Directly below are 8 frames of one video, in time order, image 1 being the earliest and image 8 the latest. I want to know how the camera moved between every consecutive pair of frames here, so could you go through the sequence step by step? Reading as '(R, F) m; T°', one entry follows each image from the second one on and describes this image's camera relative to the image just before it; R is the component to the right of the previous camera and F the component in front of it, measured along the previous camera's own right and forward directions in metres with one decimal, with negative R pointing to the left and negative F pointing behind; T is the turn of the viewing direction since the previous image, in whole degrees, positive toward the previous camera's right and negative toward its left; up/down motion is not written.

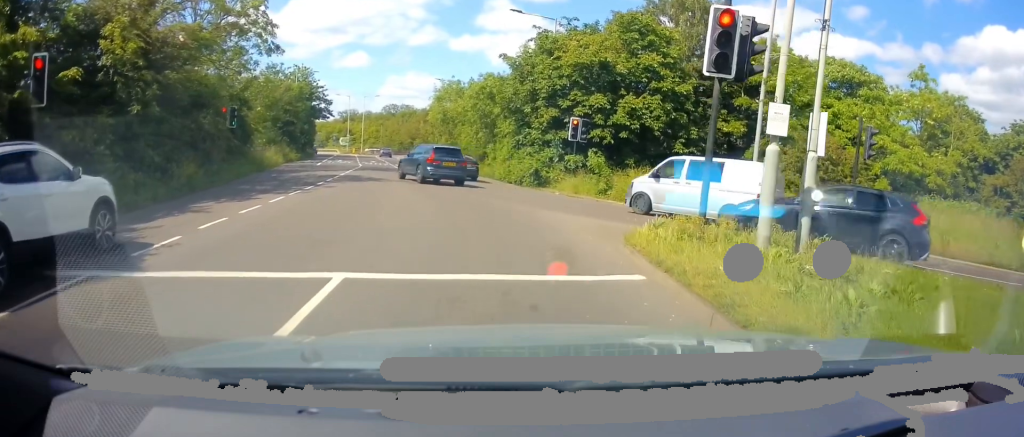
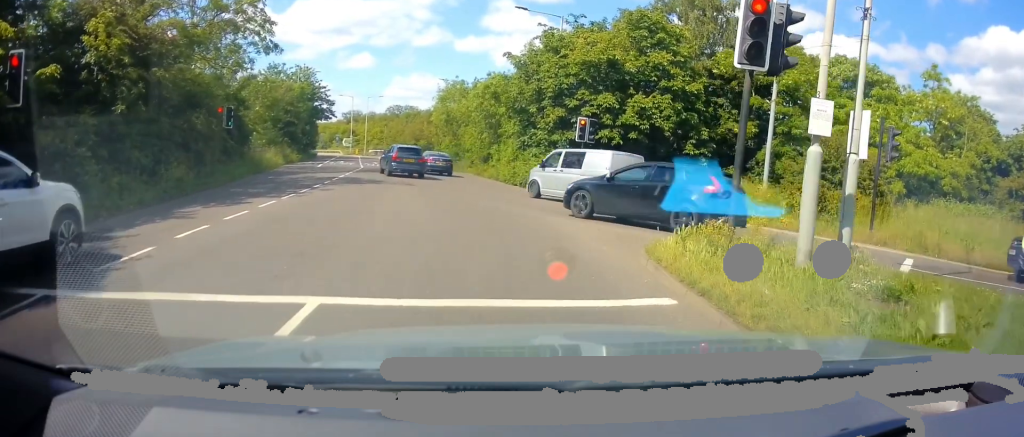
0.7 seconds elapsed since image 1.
(0.0, +1.0) m; 0°
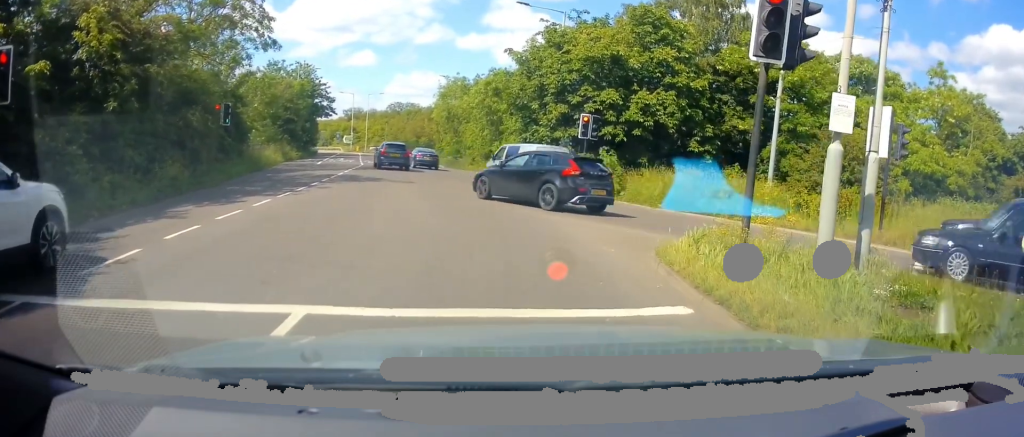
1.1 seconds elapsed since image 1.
(0.0, +0.5) m; 0°
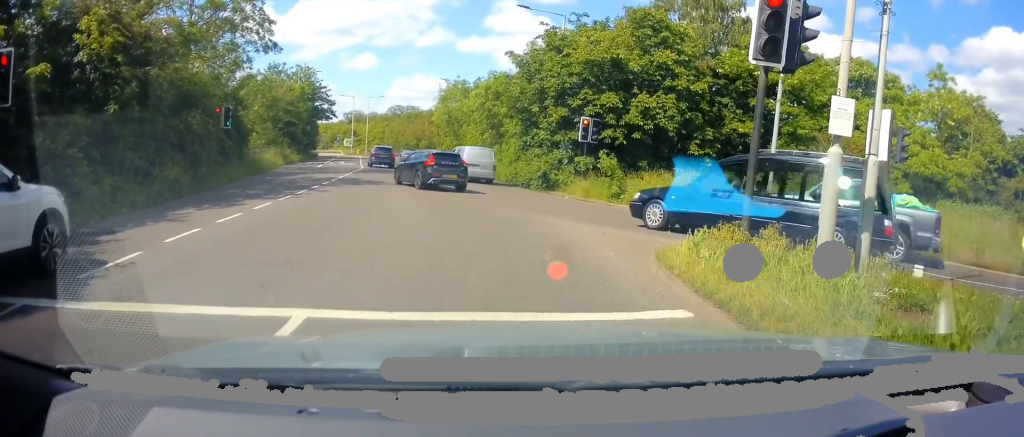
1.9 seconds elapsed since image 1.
(0.0, +0.5) m; 0°
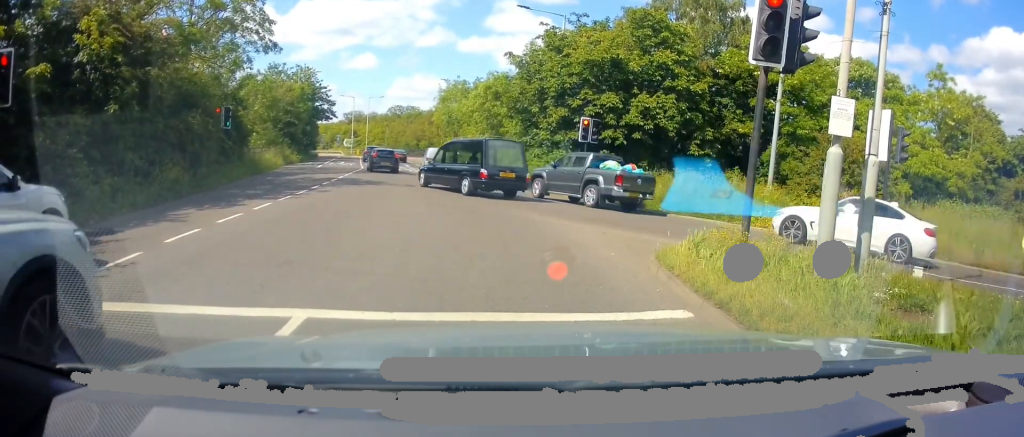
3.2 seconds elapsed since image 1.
(0.0, 0.0) m; 0°
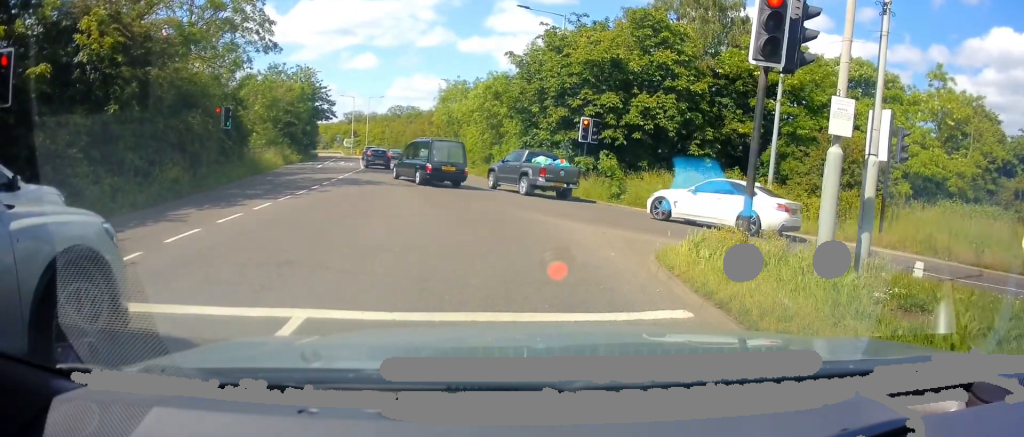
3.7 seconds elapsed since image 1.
(0.0, 0.0) m; 0°
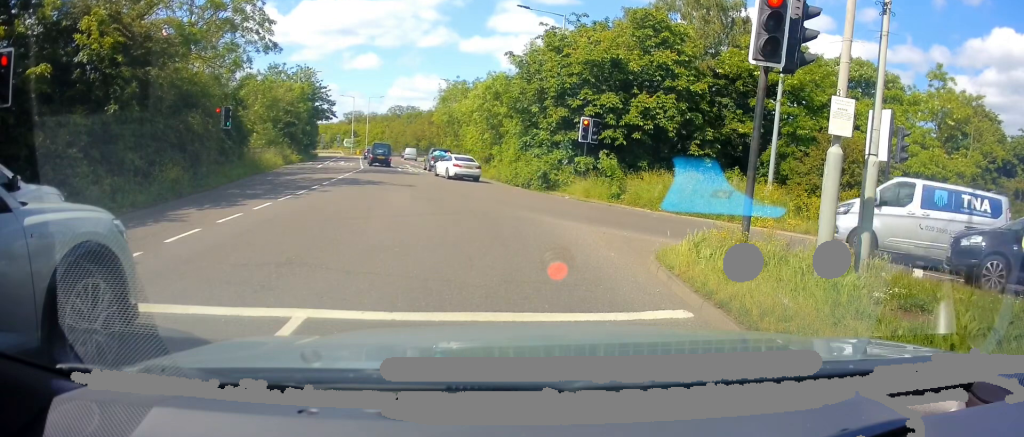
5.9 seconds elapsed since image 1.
(0.0, 0.0) m; 0°
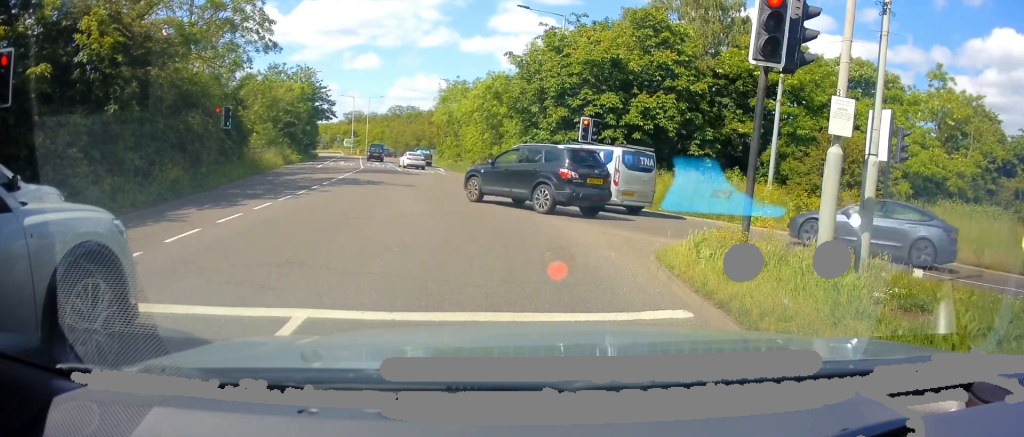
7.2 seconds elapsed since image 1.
(0.0, 0.0) m; 0°
